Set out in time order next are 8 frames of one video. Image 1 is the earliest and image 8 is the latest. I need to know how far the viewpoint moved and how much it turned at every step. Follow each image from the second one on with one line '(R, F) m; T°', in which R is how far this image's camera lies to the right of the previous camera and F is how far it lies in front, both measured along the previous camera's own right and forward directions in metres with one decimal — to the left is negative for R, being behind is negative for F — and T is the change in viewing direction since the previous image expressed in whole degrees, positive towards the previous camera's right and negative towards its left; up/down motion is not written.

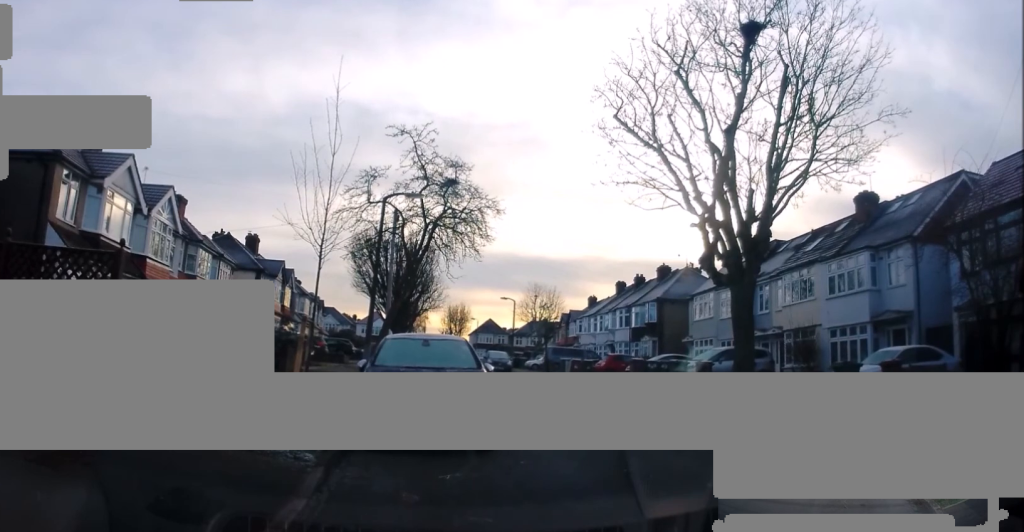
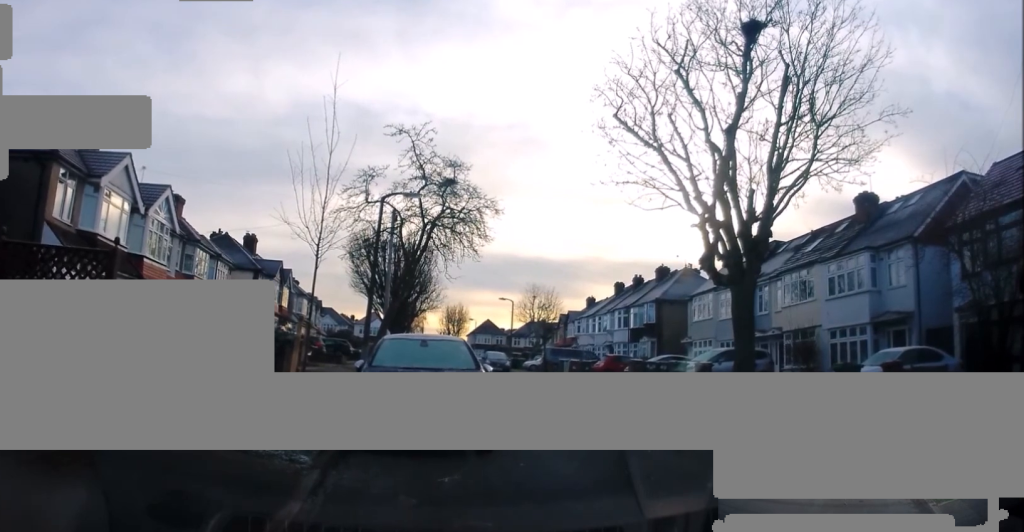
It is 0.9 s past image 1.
(0.0, 0.0) m; 0°
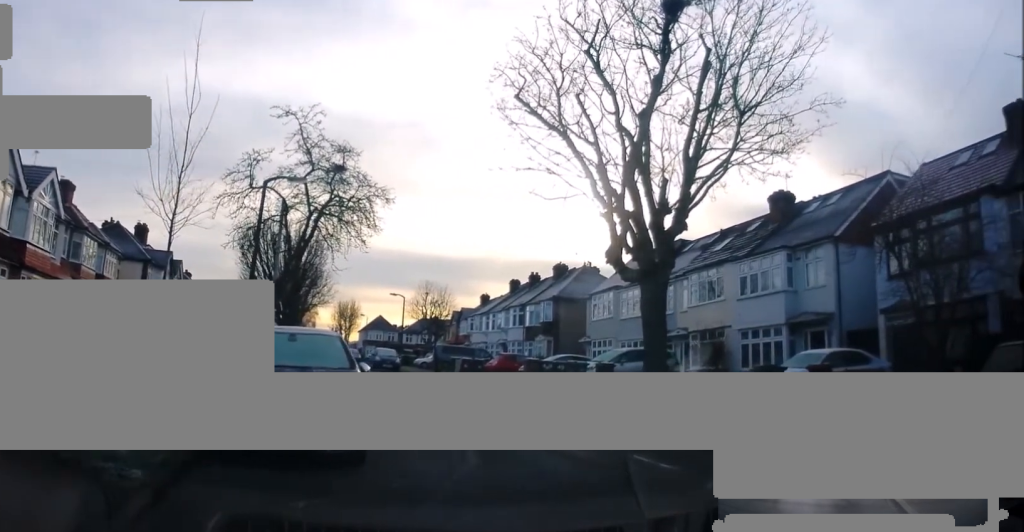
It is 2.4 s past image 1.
(0.0, 0.0) m; 0°
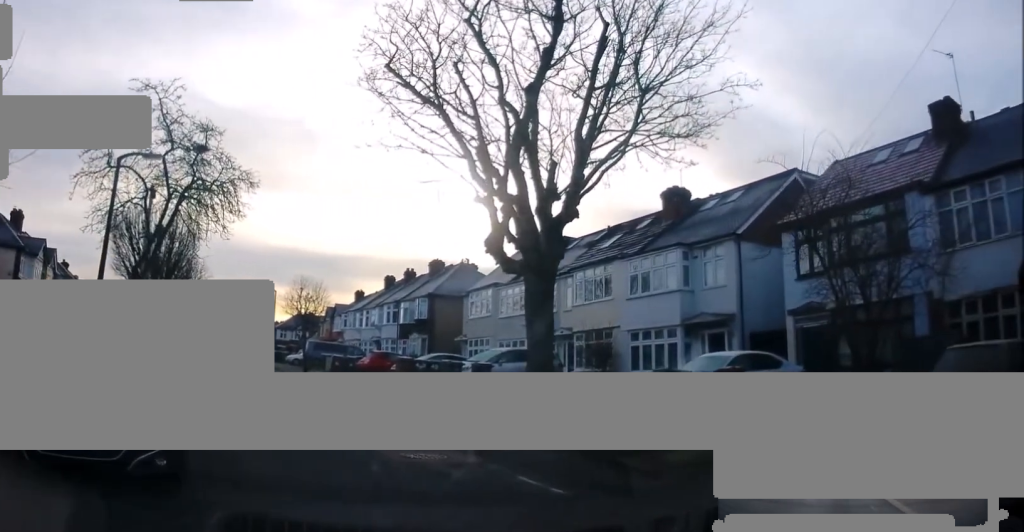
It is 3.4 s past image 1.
(+0.2, +0.7) m; +13°
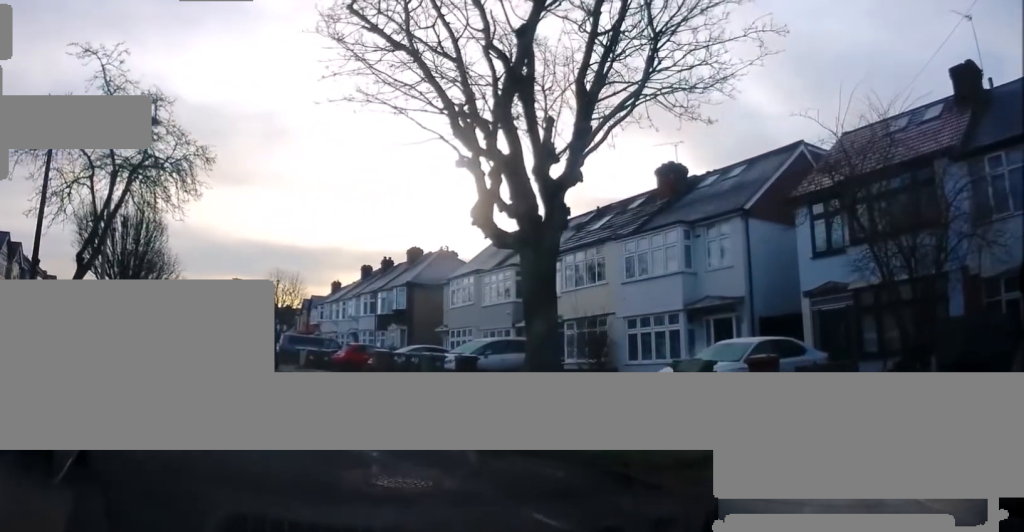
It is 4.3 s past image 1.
(+0.1, +1.7) m; -1°
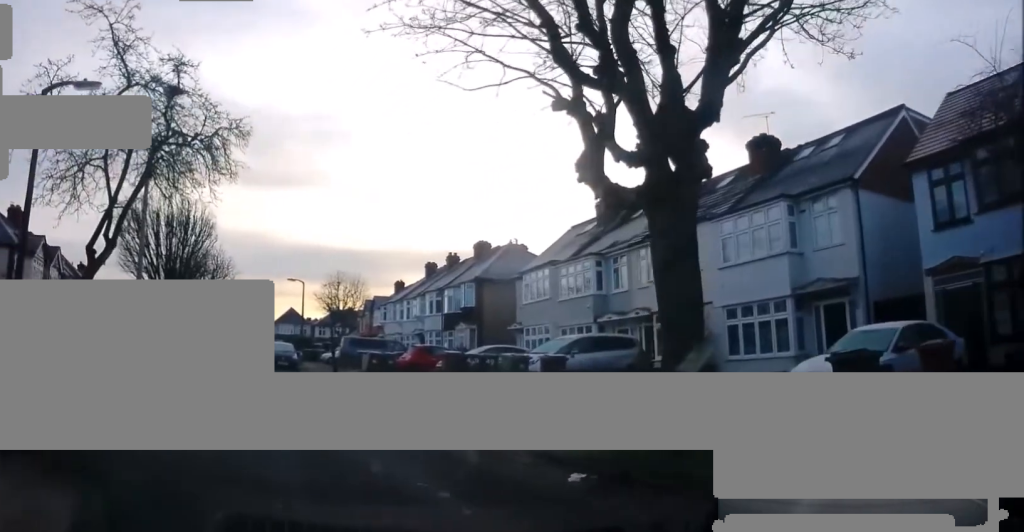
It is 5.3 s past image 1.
(-0.1, +2.7) m; -2°
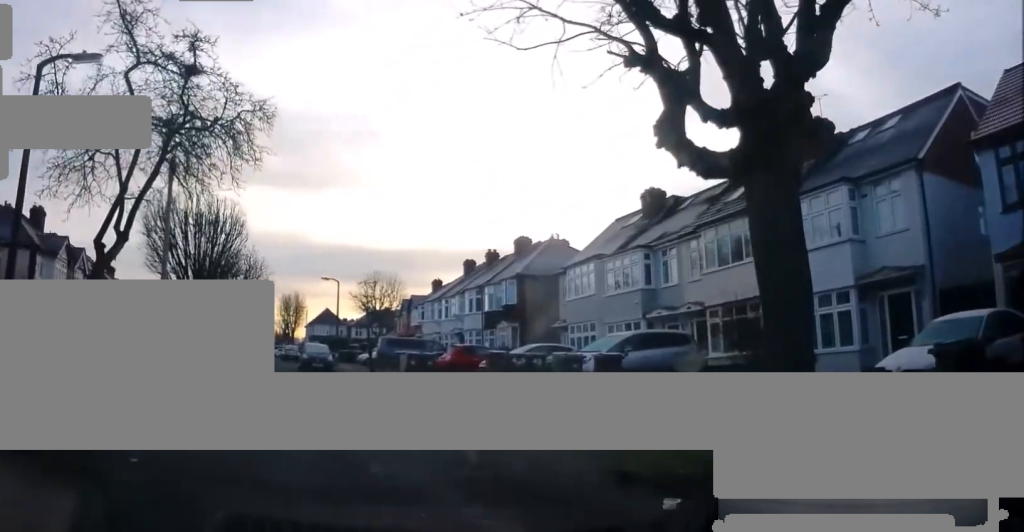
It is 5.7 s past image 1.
(0.0, +1.3) m; -2°
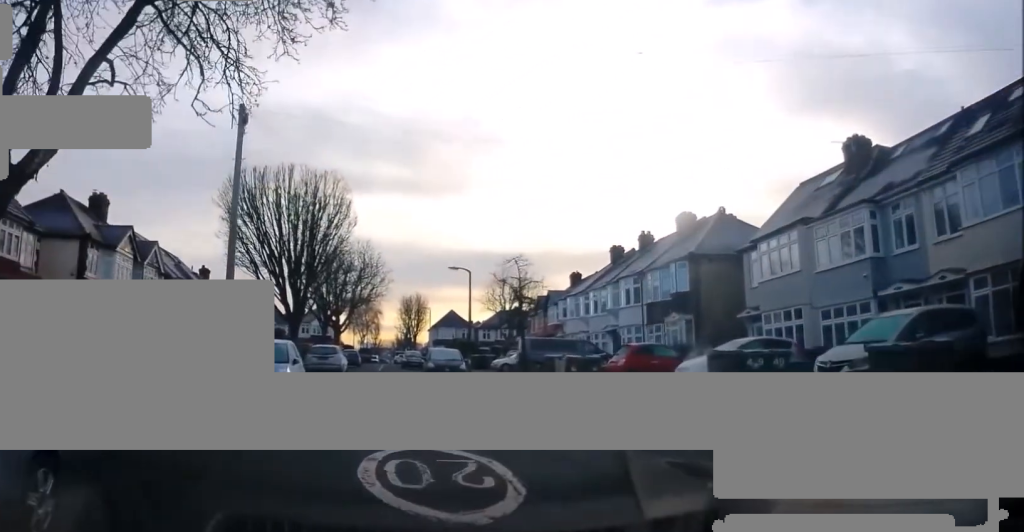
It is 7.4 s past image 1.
(-0.8, +6.8) m; -9°
